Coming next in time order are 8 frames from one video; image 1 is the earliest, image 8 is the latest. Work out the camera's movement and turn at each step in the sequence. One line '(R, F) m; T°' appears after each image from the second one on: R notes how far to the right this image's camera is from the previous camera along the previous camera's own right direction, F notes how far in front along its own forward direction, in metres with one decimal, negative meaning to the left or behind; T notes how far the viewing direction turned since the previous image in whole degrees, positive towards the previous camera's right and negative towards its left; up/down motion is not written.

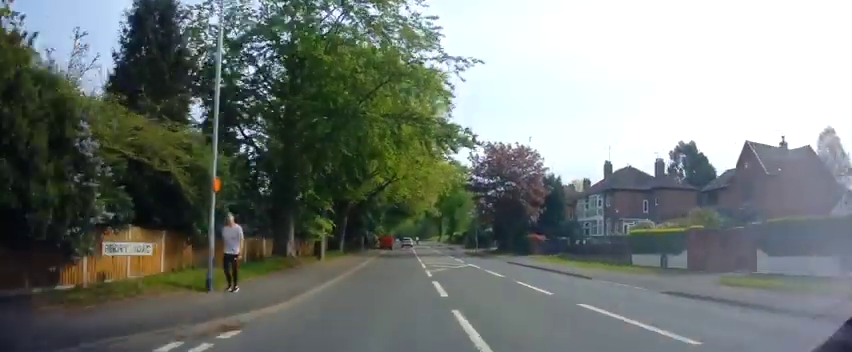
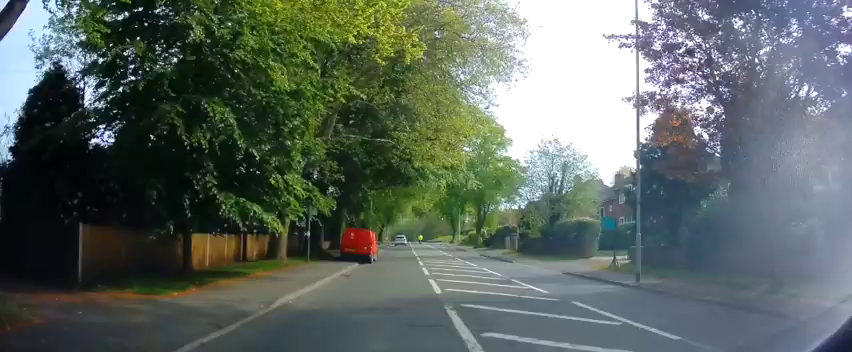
(-1.0, +37.1) m; 0°
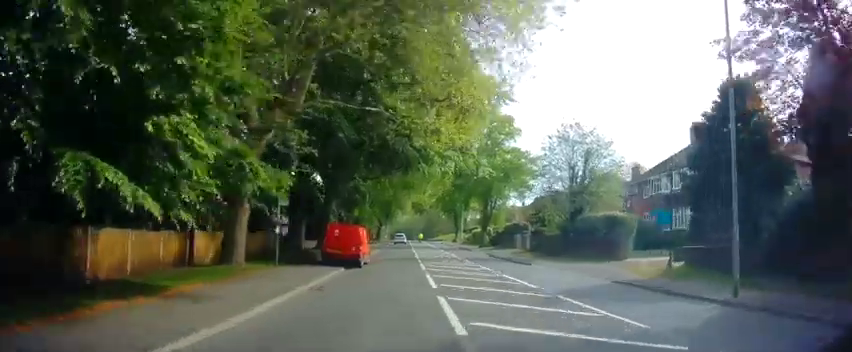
(+0.1, +5.3) m; +1°
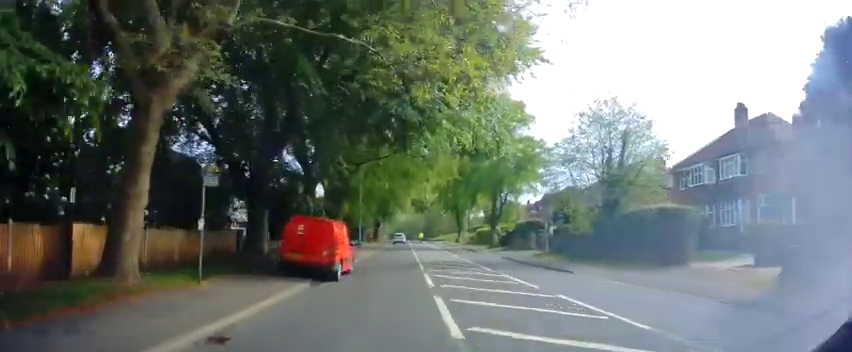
(0.0, +6.4) m; -2°
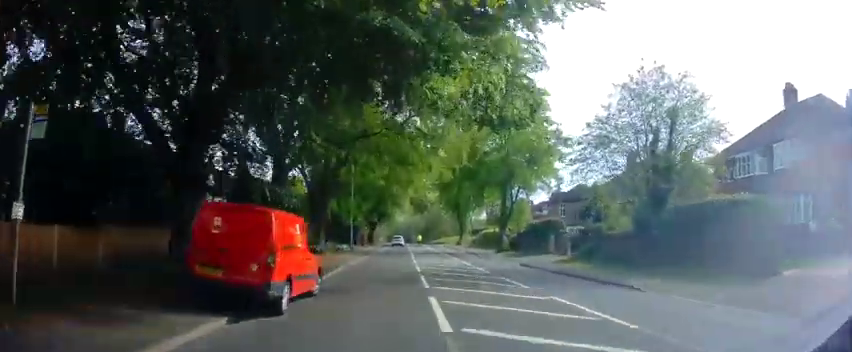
(0.0, +6.0) m; -1°
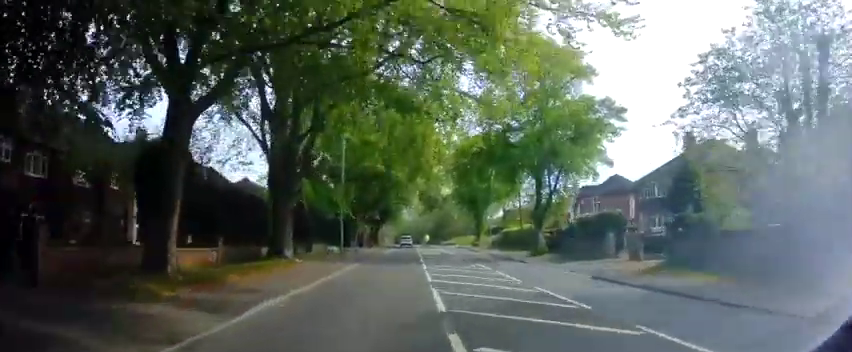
(-0.5, +10.4) m; -2°
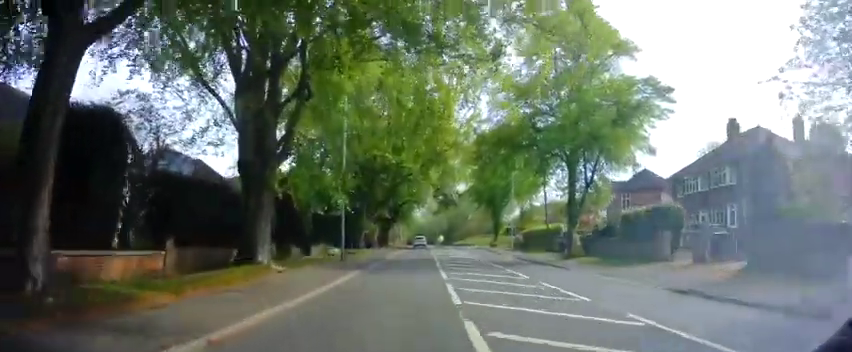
(+0.1, +5.1) m; +1°
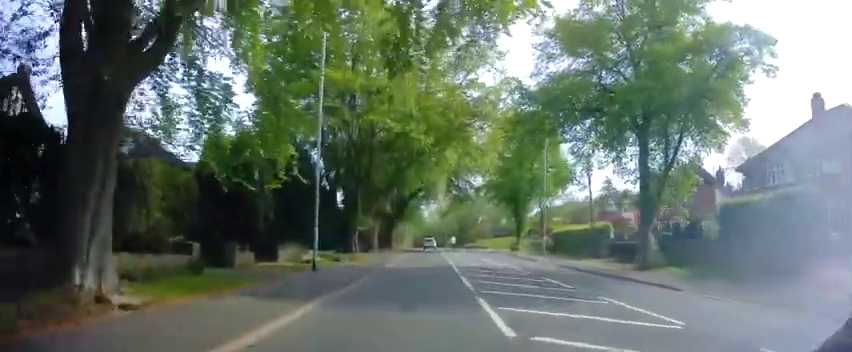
(+0.1, +9.3) m; +1°
